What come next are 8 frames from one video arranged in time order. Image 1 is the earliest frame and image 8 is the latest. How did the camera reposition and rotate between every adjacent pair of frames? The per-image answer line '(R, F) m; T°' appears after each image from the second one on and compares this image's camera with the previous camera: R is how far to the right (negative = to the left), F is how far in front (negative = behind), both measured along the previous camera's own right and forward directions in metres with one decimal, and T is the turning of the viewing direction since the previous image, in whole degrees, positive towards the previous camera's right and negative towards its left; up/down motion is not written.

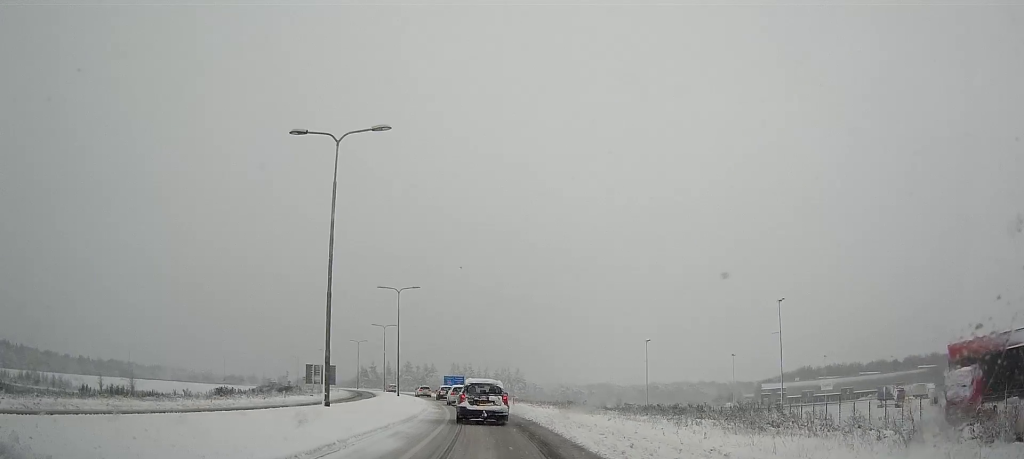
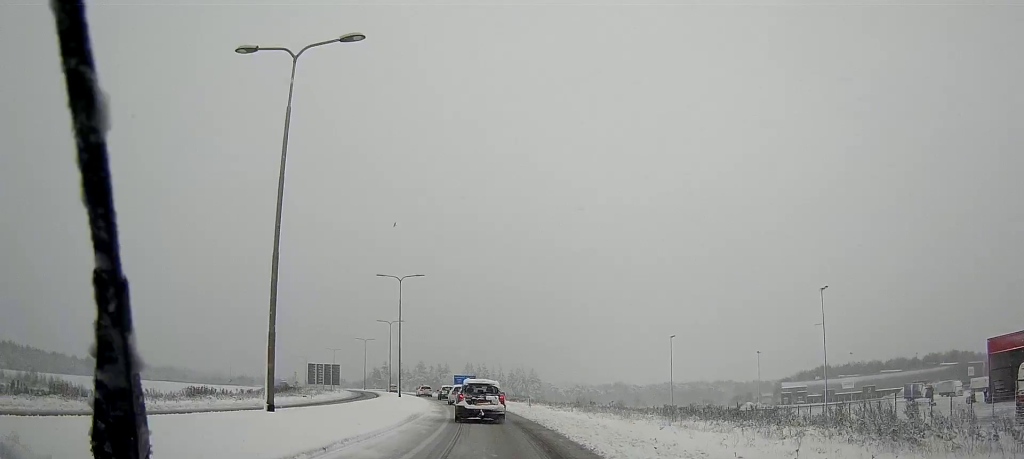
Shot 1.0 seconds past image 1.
(0.0, +7.6) m; +1°
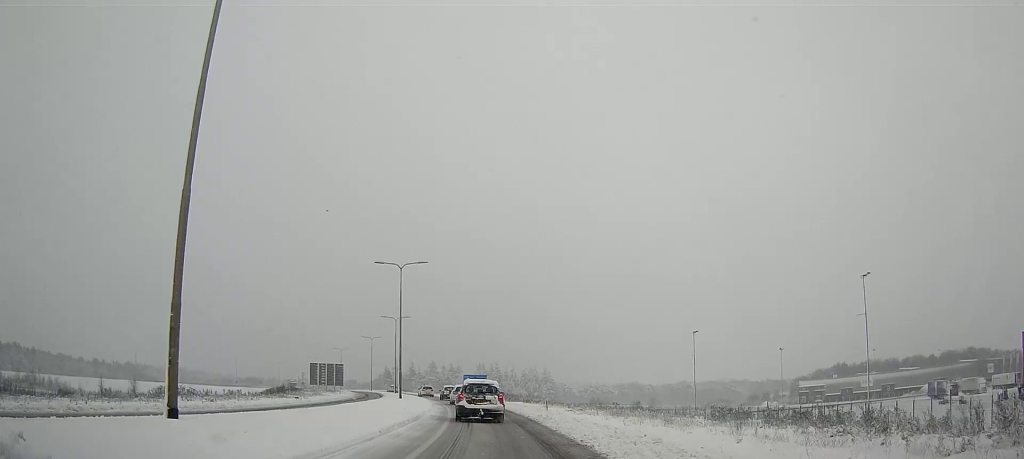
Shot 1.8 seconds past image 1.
(0.0, +6.3) m; 0°
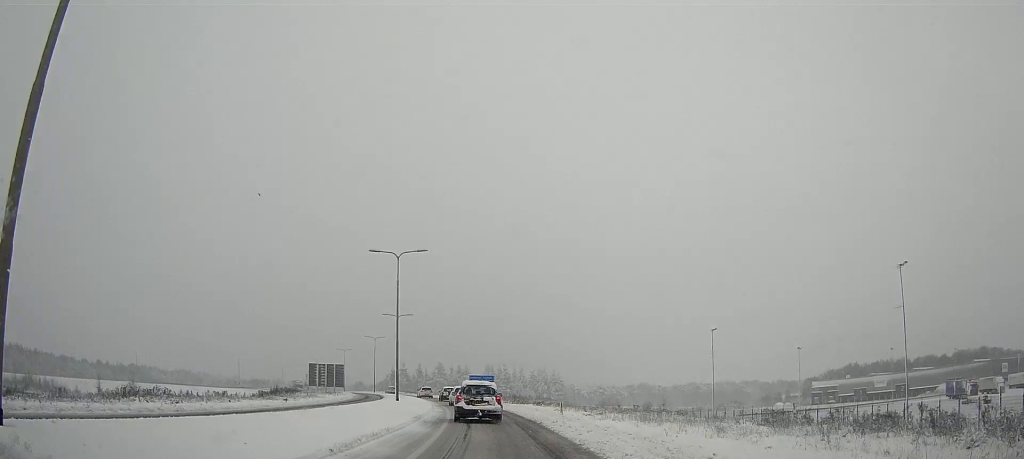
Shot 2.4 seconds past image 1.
(0.0, +5.2) m; 0°
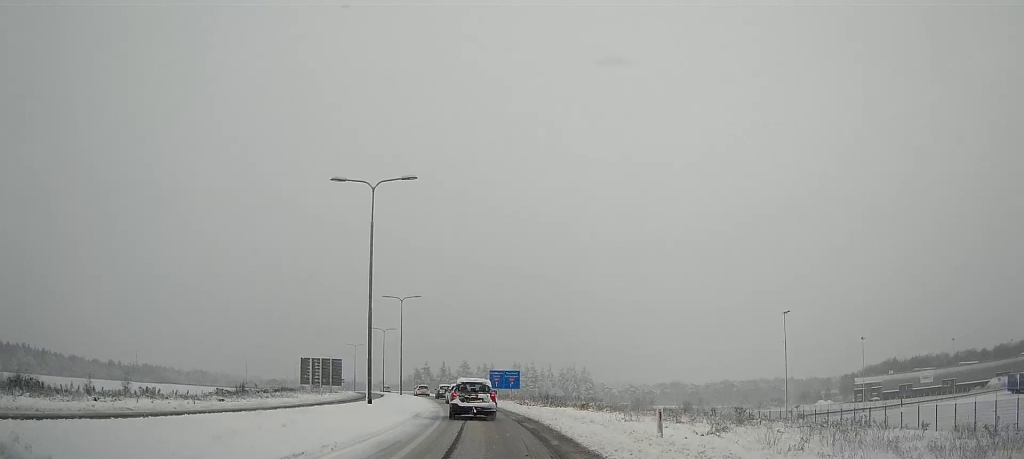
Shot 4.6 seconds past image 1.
(+0.2, +16.4) m; 0°
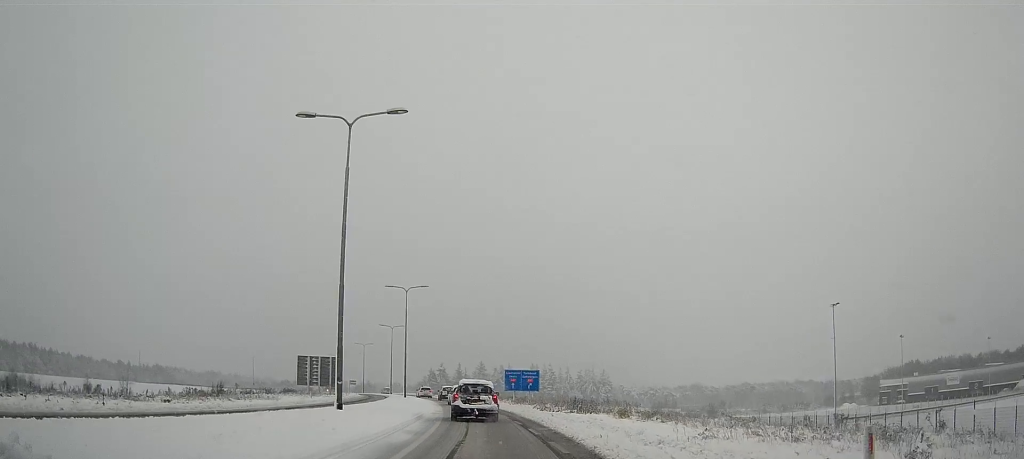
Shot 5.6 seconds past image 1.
(-0.1, +7.8) m; -2°
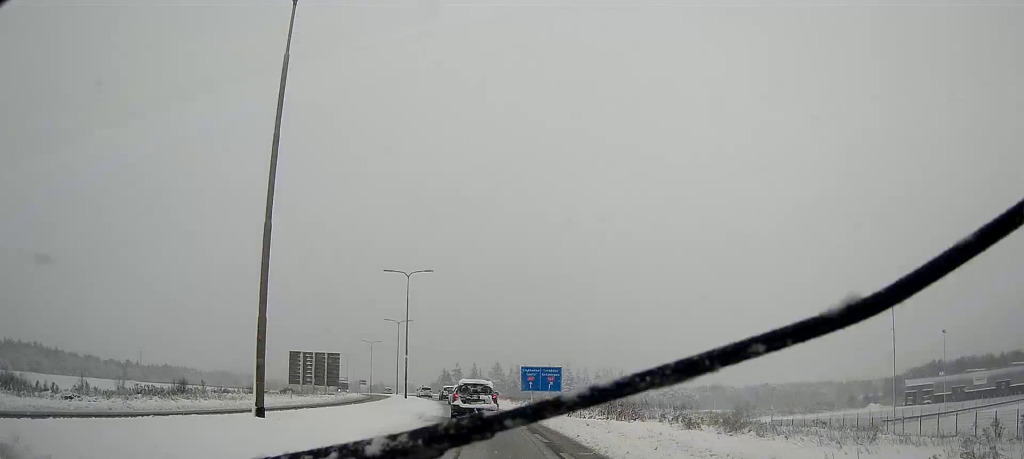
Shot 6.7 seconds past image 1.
(-0.2, +8.0) m; -4°
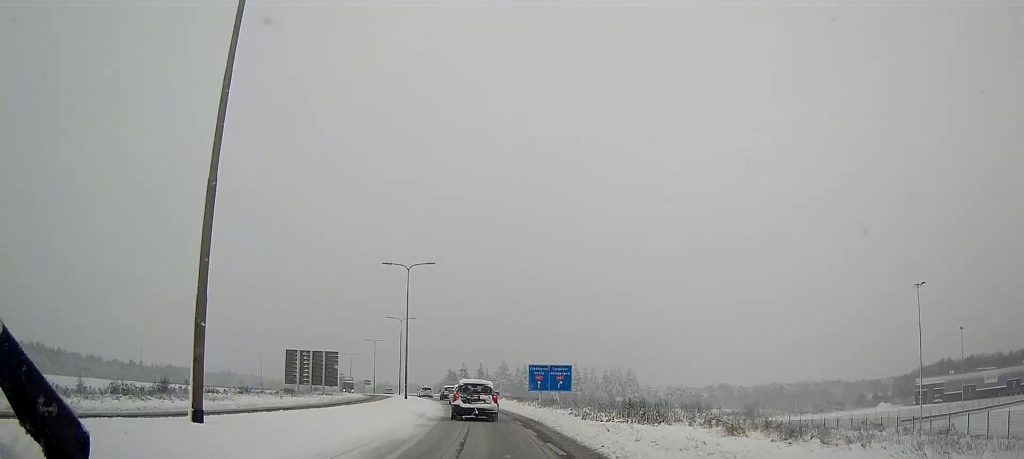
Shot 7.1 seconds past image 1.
(+0.1, +3.1) m; -2°
